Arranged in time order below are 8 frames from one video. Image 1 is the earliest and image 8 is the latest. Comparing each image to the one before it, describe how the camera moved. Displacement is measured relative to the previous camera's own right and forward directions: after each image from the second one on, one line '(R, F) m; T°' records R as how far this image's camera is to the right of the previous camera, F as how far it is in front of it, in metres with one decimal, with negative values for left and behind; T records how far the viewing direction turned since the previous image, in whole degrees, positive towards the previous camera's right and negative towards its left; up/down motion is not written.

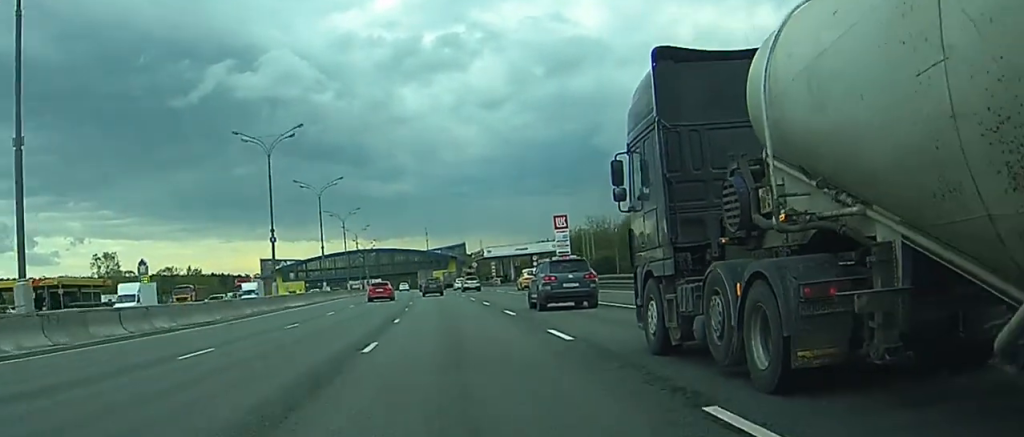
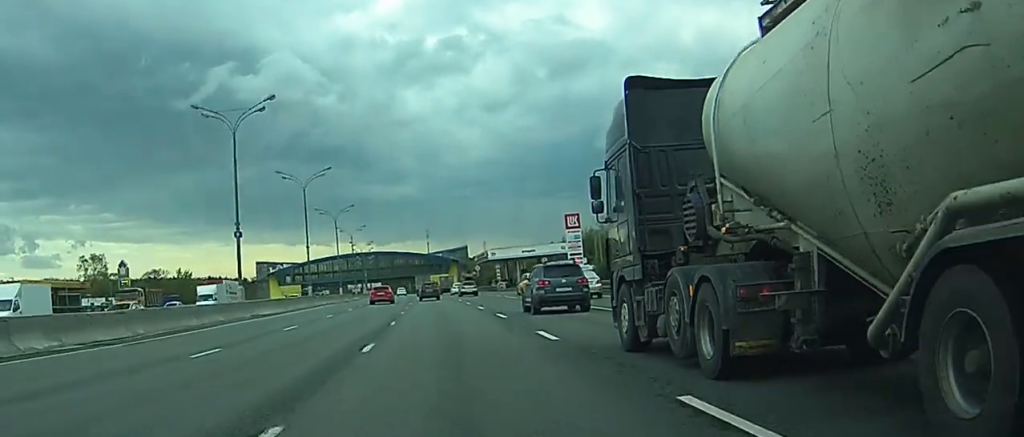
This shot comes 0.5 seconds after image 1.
(0.0, +11.2) m; 0°
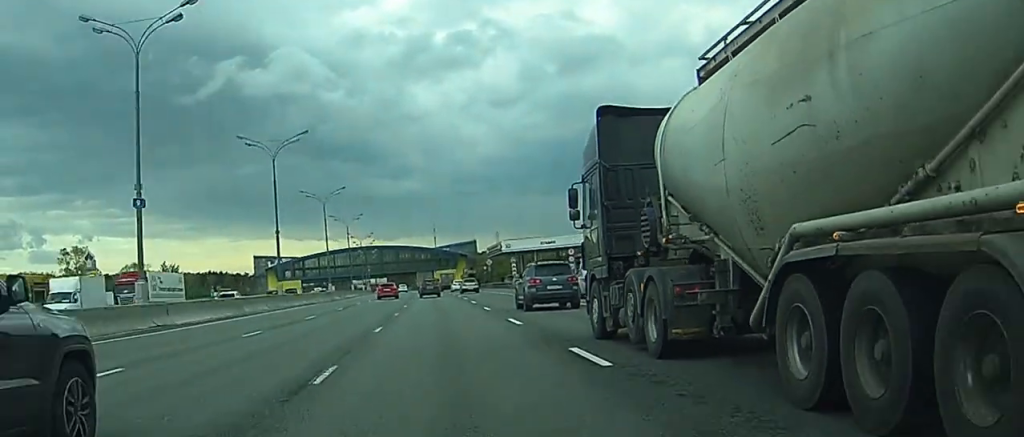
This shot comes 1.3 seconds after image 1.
(-0.1, +17.3) m; -1°
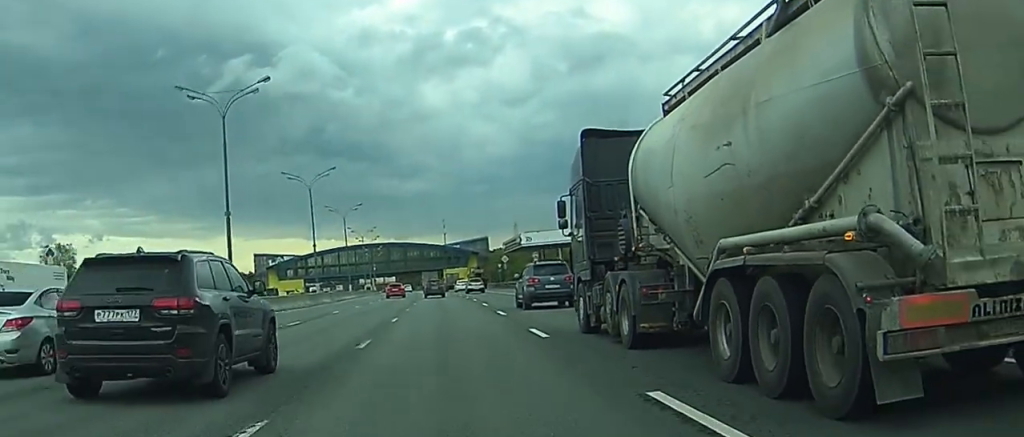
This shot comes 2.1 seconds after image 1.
(-0.1, +14.5) m; -1°
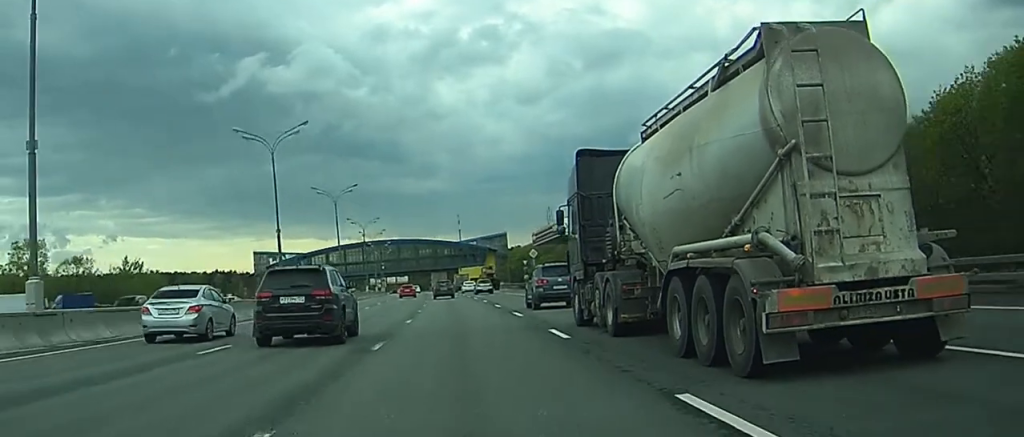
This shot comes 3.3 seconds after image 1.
(-0.3, +17.1) m; -1°
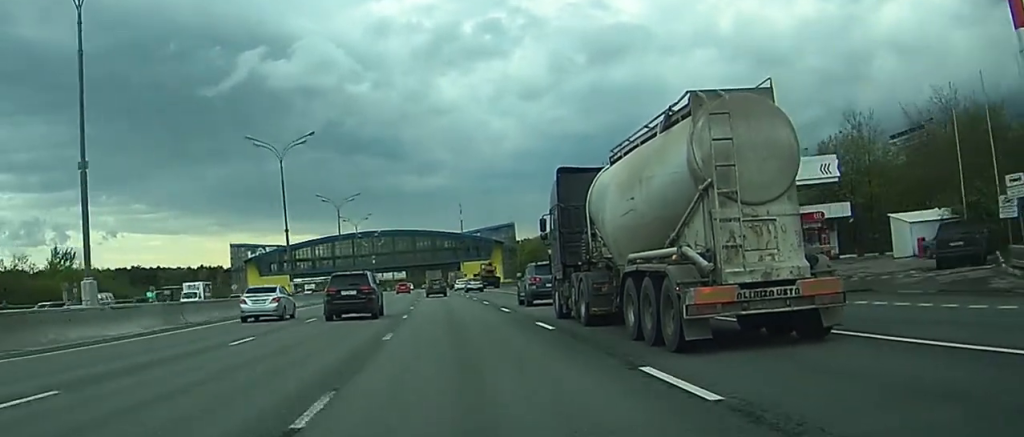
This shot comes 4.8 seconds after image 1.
(-0.2, +23.8) m; -1°
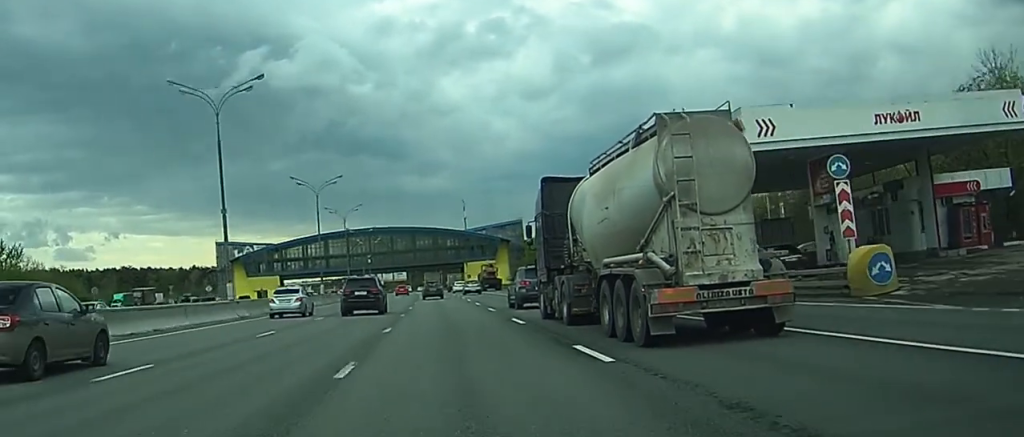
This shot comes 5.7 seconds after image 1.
(0.0, +16.2) m; 0°
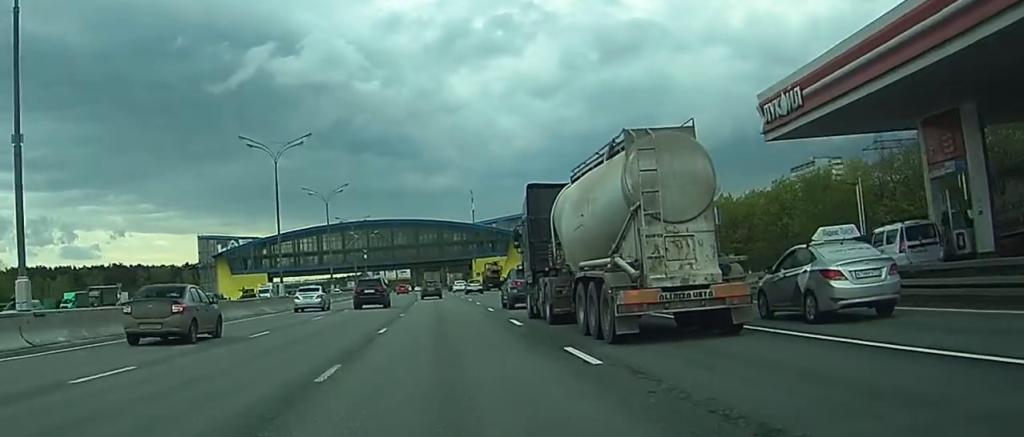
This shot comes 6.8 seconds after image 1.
(+0.1, +21.6) m; 0°
